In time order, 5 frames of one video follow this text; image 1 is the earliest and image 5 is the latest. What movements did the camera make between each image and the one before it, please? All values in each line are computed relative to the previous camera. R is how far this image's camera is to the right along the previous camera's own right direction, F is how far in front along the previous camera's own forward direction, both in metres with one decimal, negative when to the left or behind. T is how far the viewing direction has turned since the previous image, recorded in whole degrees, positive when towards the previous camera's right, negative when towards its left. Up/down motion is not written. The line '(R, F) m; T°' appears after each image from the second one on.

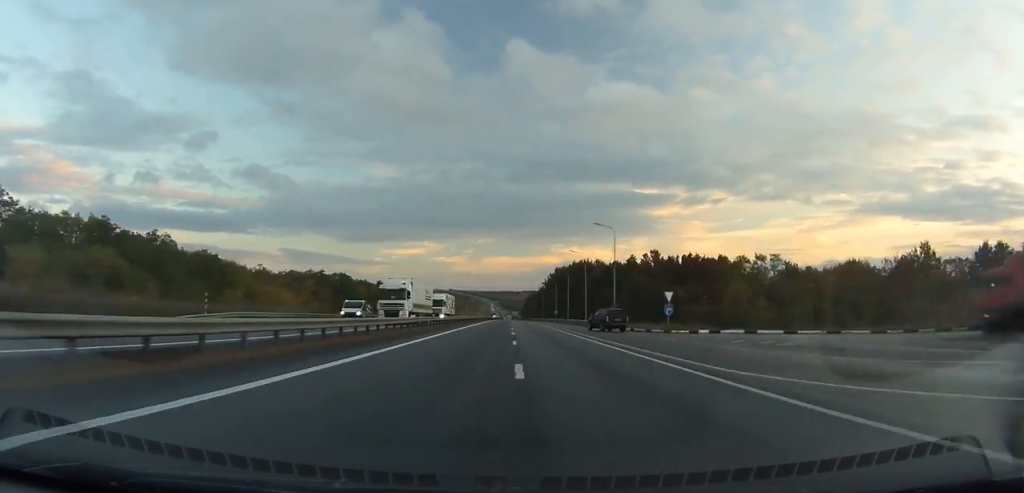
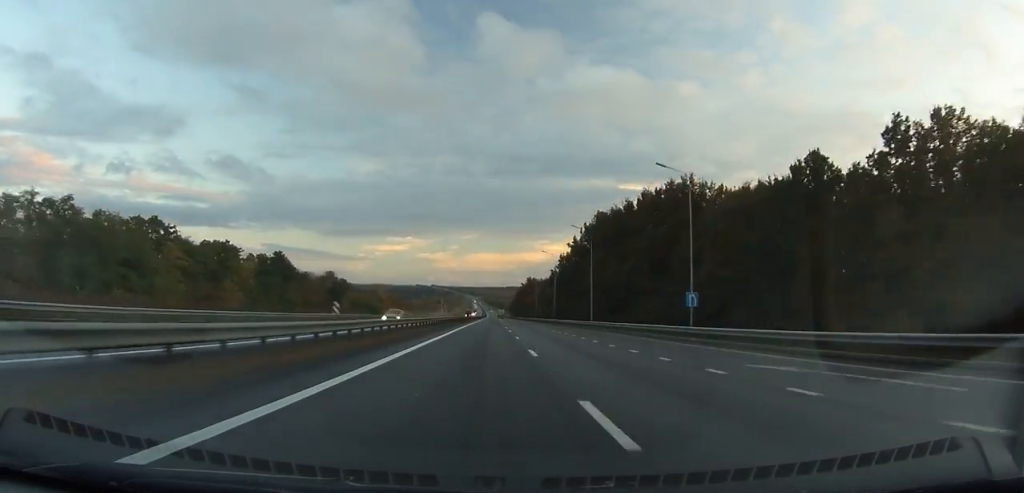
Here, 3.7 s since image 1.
(-0.4, +119.6) m; 0°
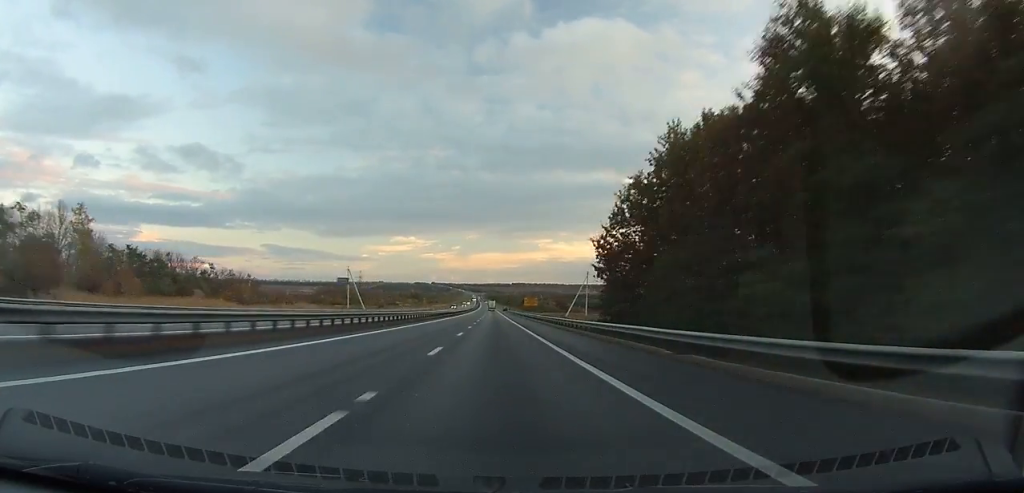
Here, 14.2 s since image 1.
(-0.7, +330.3) m; -1°
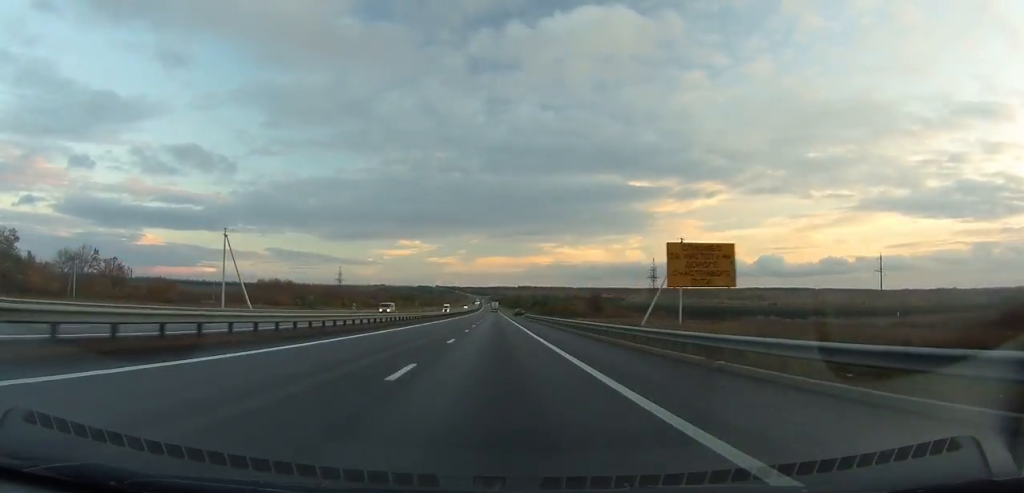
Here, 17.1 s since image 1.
(-0.2, +90.0) m; 0°
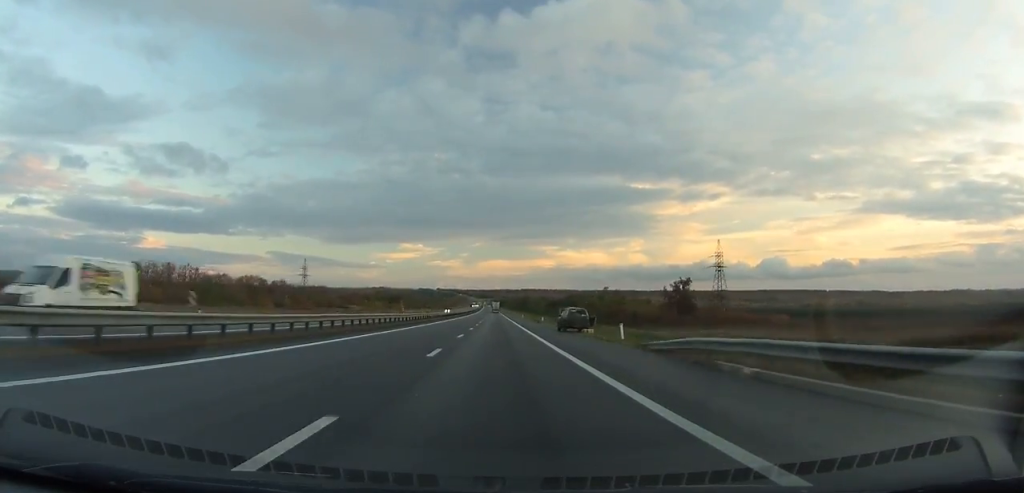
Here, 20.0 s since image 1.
(-0.3, +90.1) m; 0°
